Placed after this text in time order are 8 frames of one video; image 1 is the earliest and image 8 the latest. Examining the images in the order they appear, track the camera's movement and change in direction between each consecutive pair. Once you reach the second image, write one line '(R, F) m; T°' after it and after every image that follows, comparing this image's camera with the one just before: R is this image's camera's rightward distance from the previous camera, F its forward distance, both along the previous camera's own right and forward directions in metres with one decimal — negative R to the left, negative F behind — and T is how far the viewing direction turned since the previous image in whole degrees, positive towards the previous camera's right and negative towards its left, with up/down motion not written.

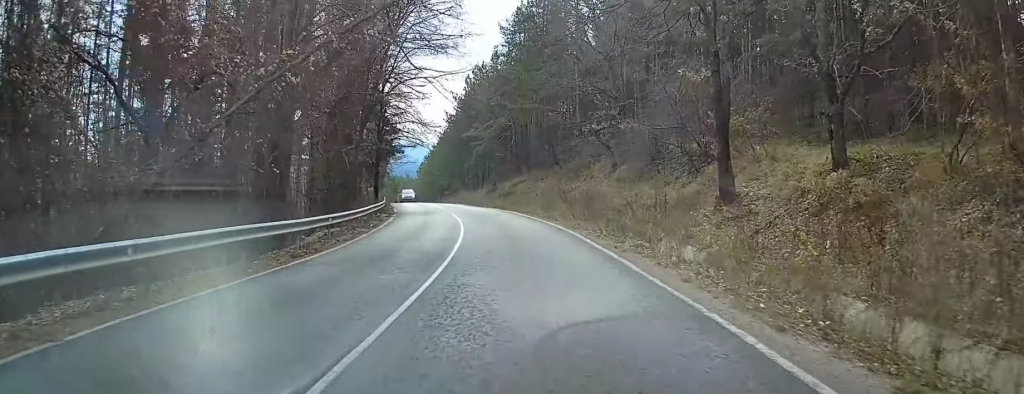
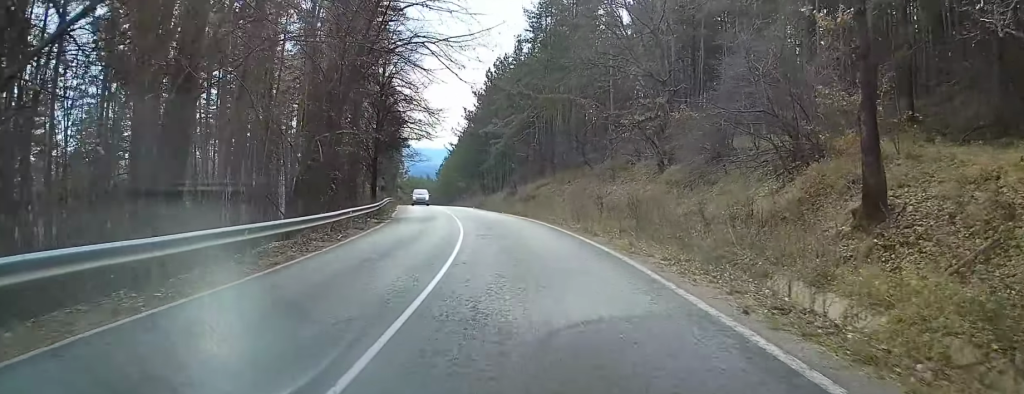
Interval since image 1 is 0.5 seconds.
(-0.1, +7.8) m; -1°
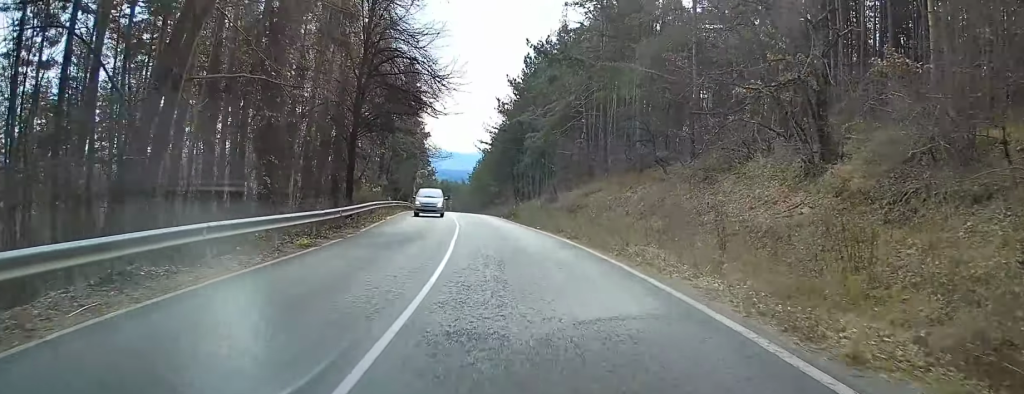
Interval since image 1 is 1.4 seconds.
(-0.3, +14.4) m; -2°
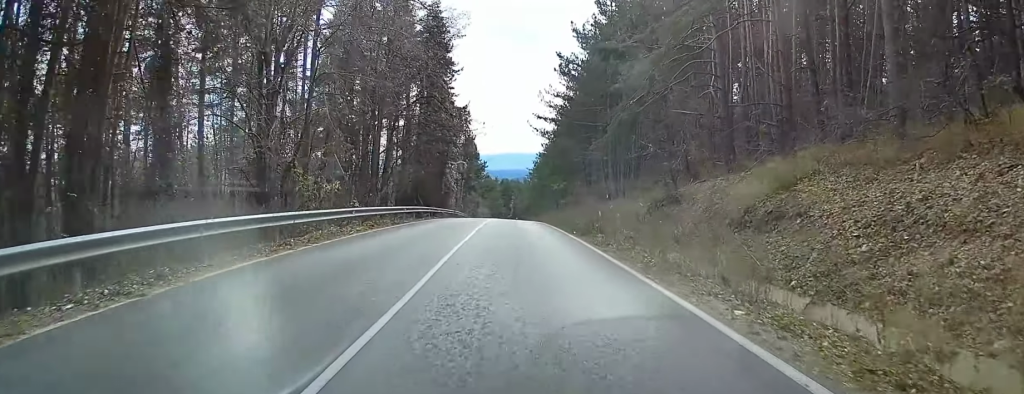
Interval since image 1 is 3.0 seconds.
(-0.9, +24.5) m; -5°
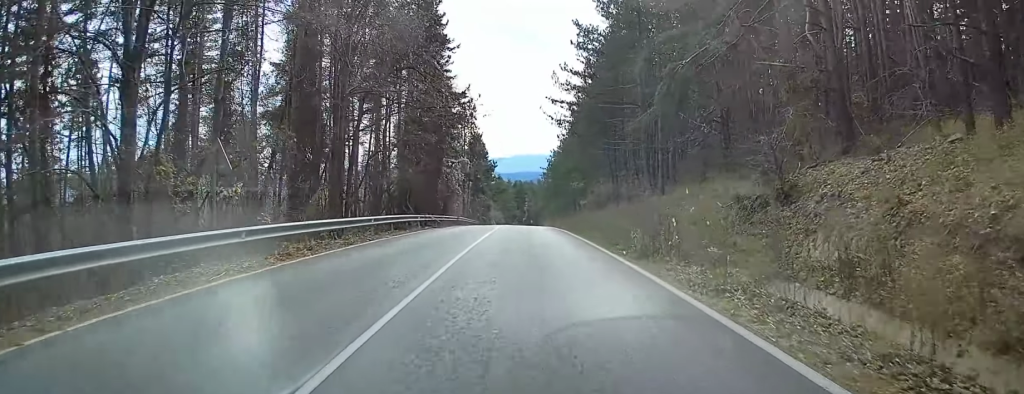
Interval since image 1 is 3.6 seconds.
(-0.3, +10.0) m; -1°
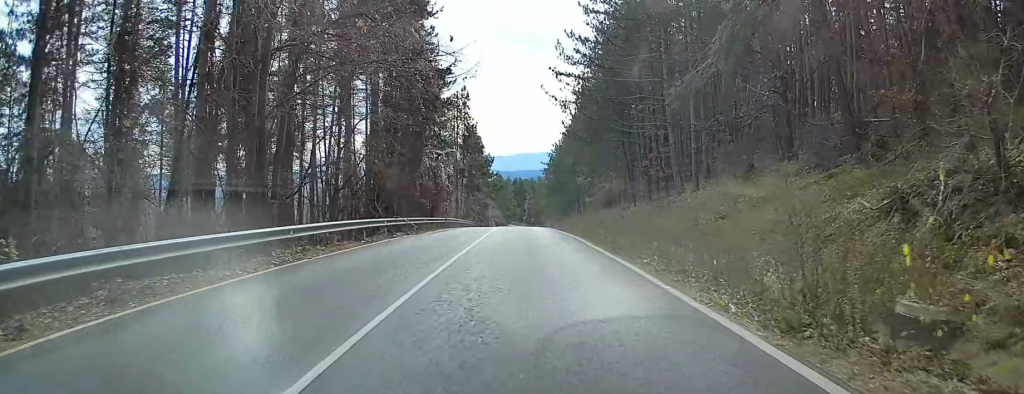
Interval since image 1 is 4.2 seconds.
(-0.1, +8.6) m; 0°
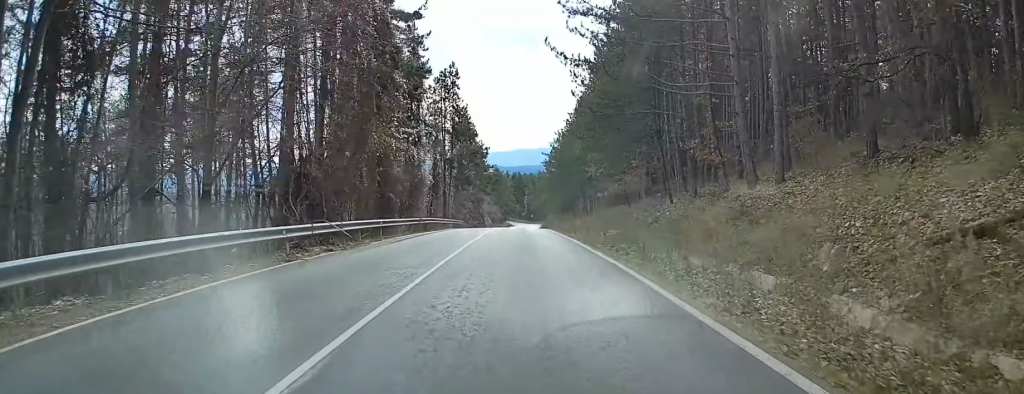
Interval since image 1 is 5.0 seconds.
(0.0, +11.7) m; 0°
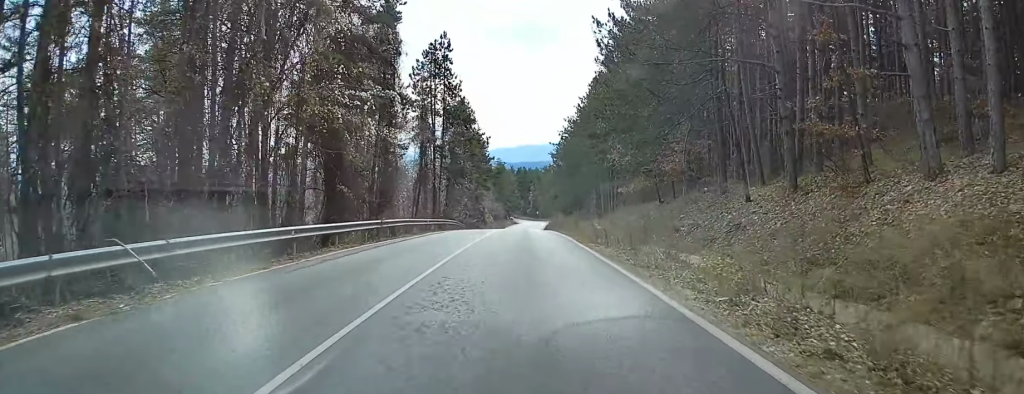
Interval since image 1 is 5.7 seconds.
(0.0, +11.5) m; 0°
